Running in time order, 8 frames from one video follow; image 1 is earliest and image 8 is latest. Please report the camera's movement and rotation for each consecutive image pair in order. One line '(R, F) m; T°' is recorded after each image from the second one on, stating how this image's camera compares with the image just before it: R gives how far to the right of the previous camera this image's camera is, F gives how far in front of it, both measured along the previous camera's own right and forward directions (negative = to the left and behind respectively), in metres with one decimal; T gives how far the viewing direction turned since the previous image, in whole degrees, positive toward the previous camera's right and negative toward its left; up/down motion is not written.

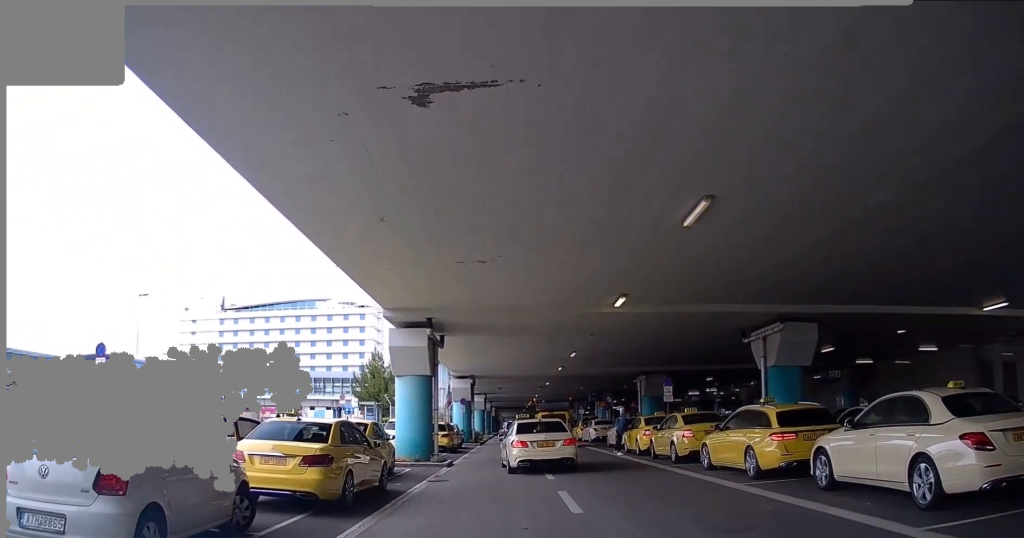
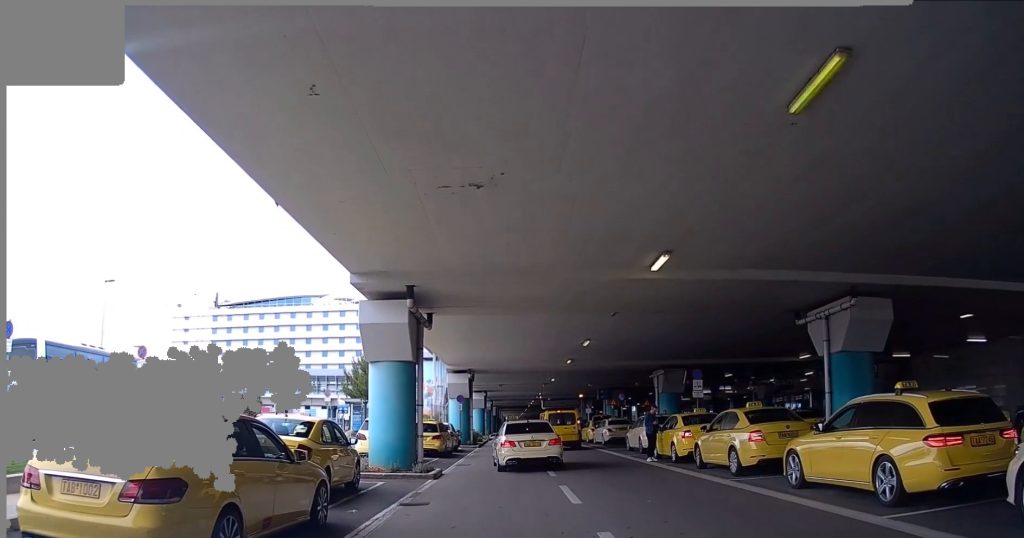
(-0.1, +3.0) m; 0°
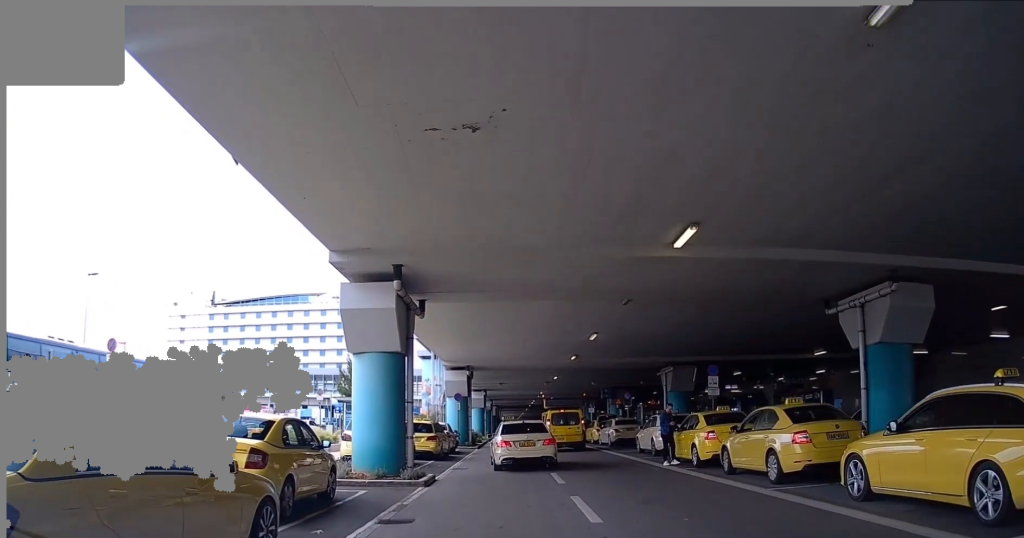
(-0.1, +1.4) m; +3°
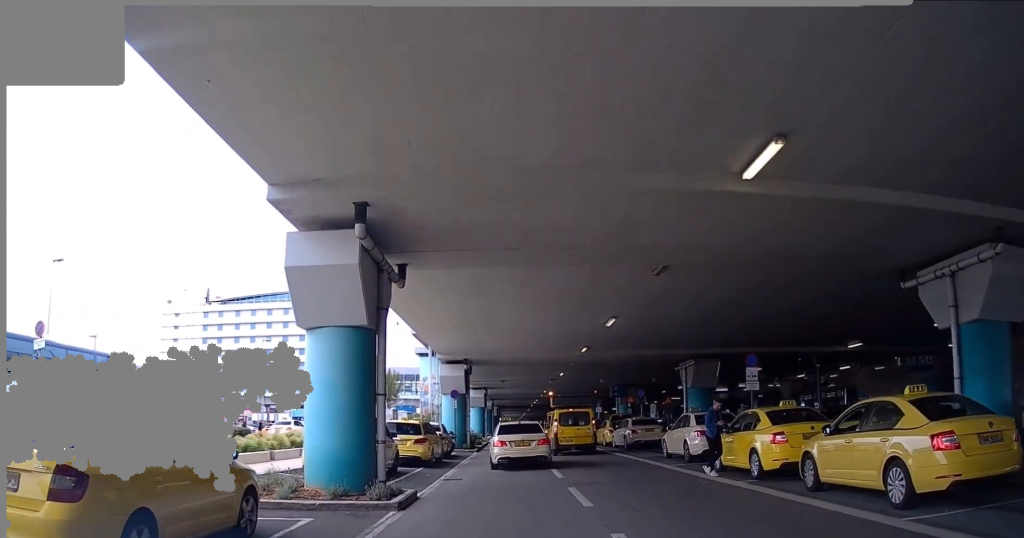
(+0.4, +3.1) m; +9°
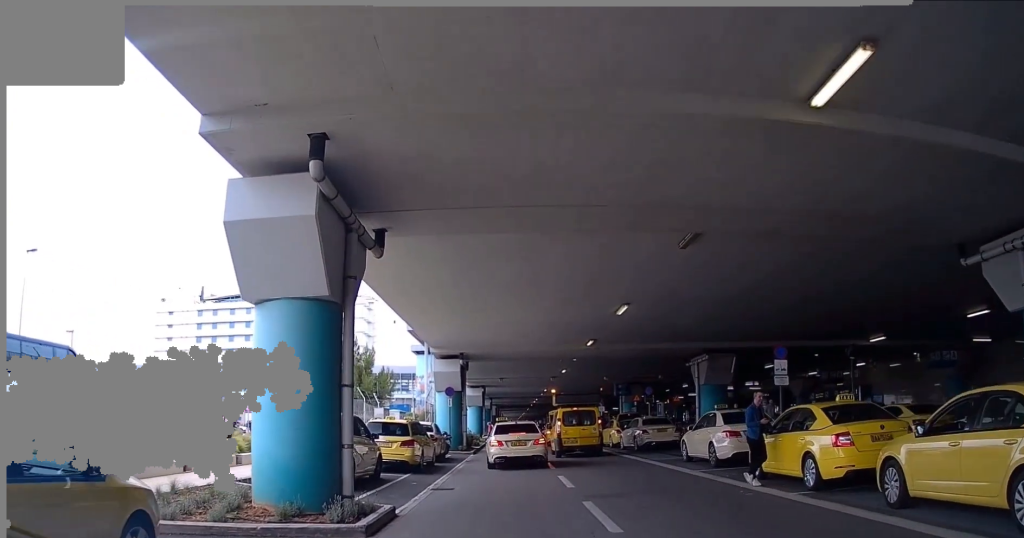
(0.0, +2.3) m; +1°
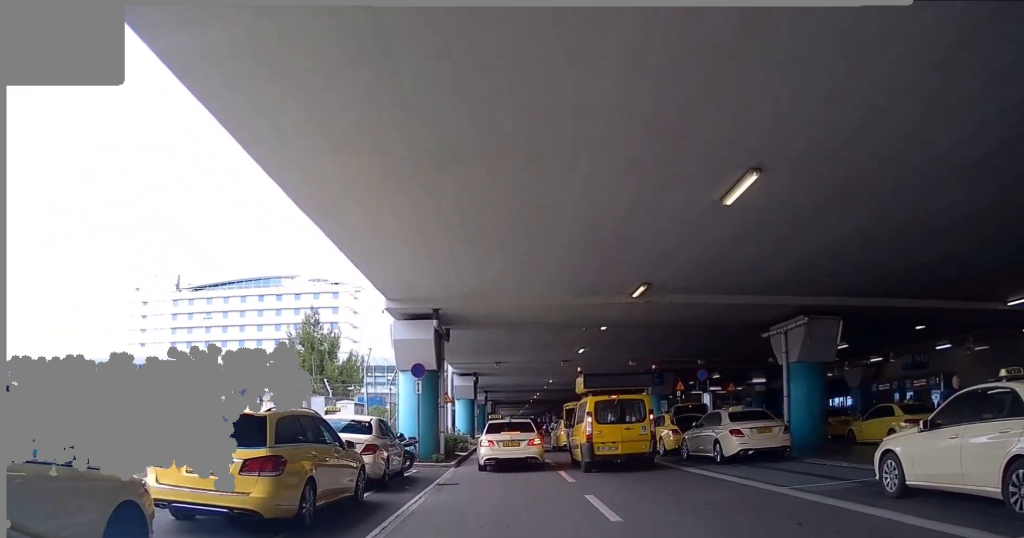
(+0.6, +11.9) m; +4°
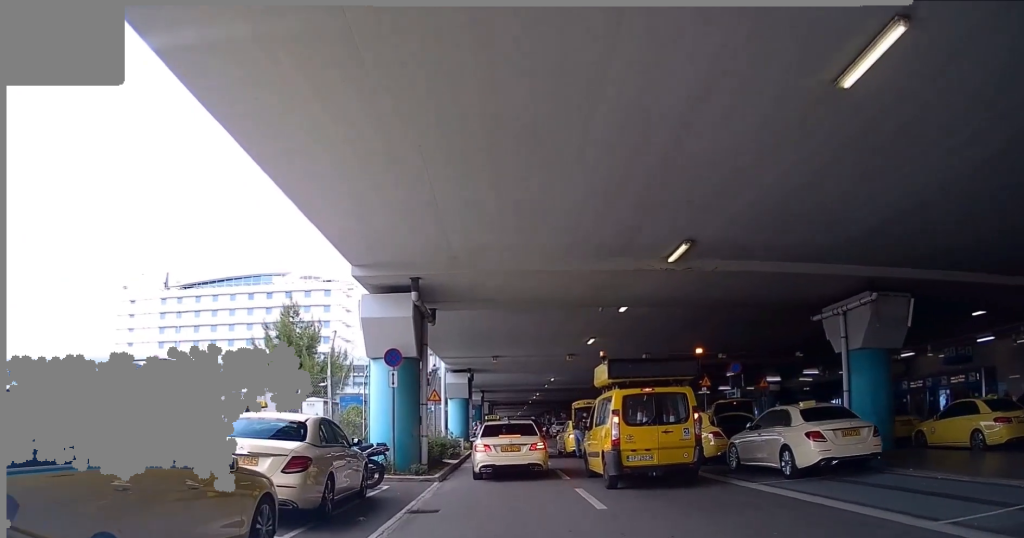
(0.0, +5.0) m; -2°
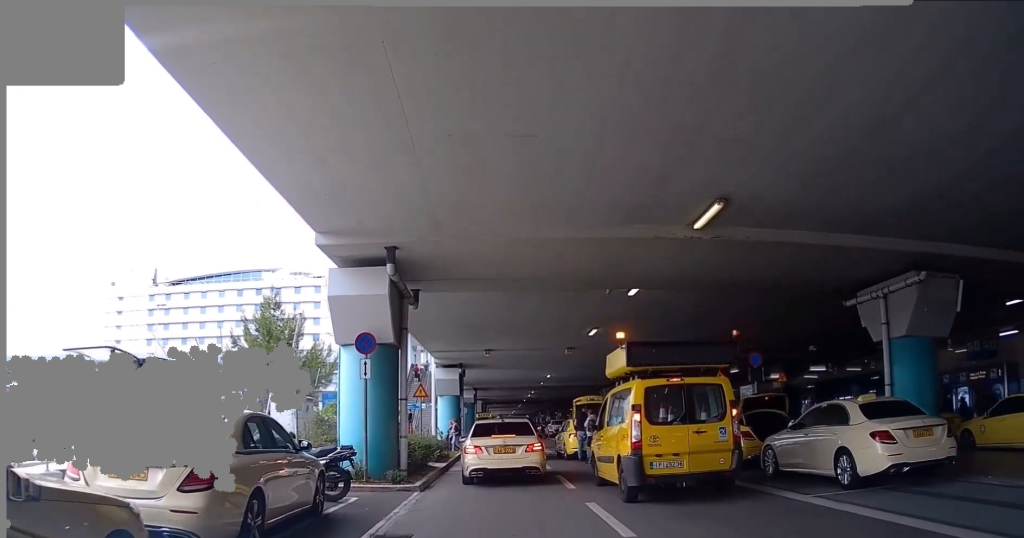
(0.0, +3.1) m; -1°
